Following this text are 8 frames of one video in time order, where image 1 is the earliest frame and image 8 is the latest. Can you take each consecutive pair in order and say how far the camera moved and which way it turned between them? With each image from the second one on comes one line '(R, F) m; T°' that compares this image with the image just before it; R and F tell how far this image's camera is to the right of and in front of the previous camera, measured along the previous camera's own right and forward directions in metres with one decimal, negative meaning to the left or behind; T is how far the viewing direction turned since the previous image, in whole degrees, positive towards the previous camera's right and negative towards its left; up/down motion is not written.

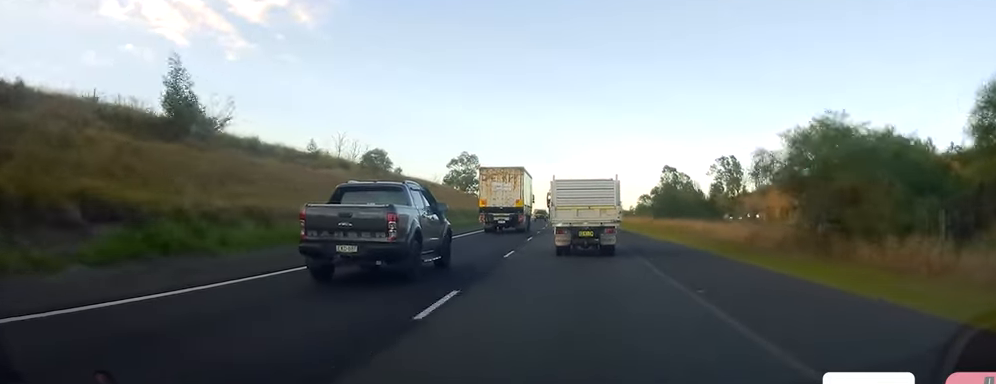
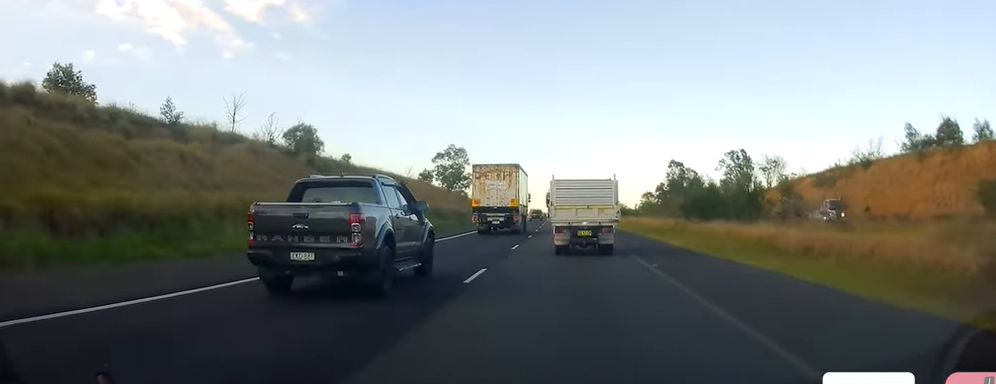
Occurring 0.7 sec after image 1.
(-0.3, +18.6) m; 0°
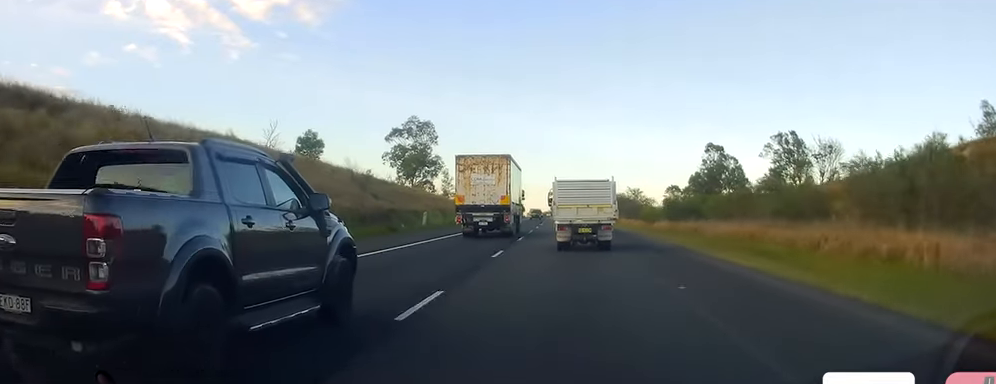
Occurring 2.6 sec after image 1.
(+0.1, +50.7) m; 0°
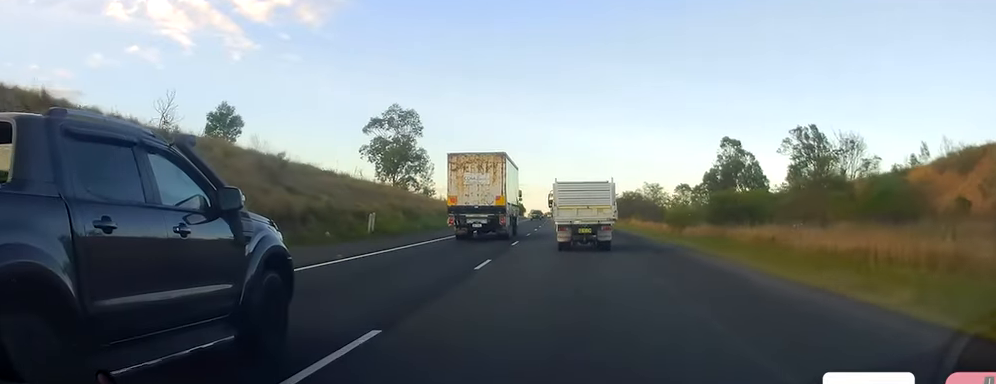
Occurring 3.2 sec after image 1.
(0.0, +15.3) m; 0°
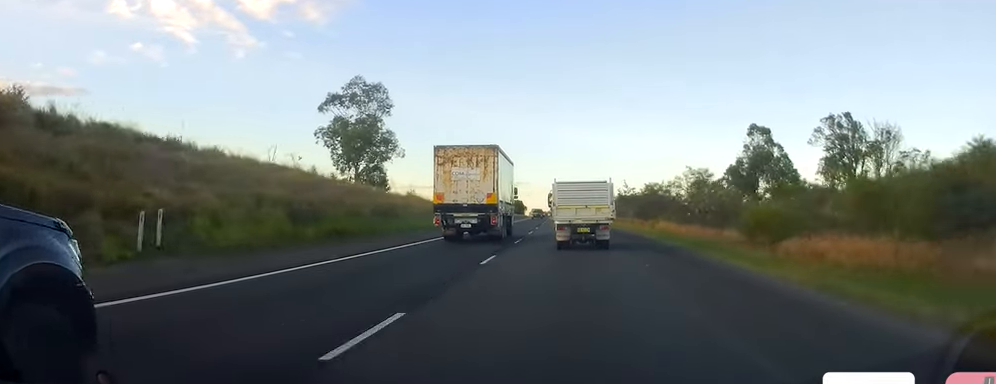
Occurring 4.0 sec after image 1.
(+0.5, +21.8) m; -1°
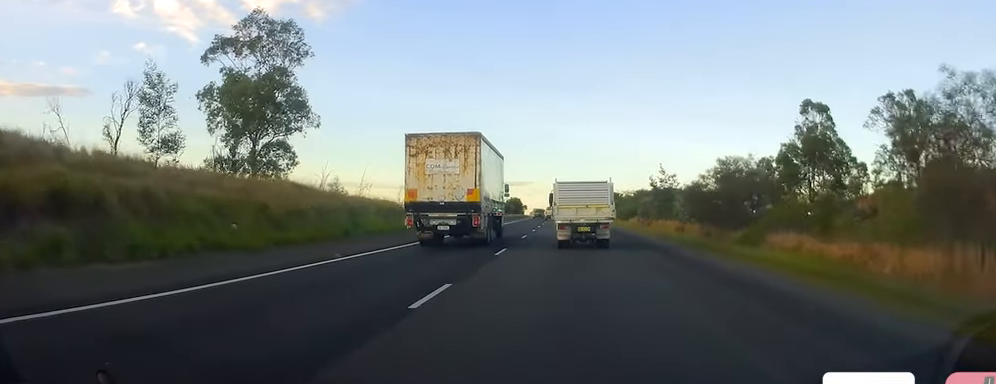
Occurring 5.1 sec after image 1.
(-0.8, +31.0) m; 0°
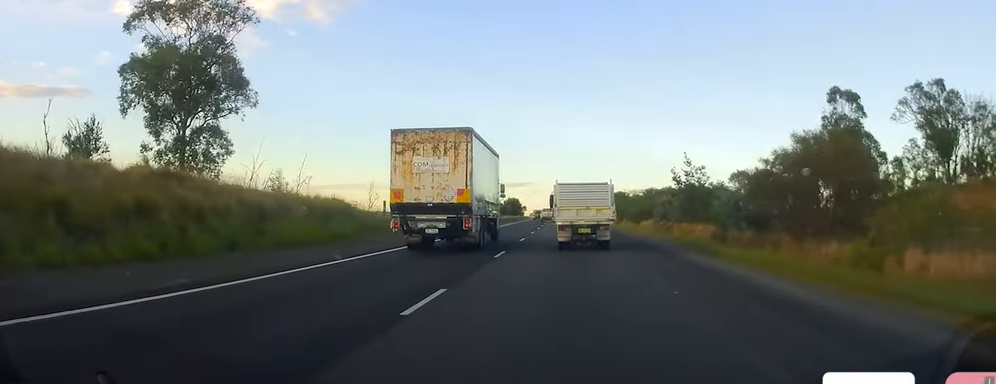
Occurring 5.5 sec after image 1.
(+0.4, +12.0) m; +1°
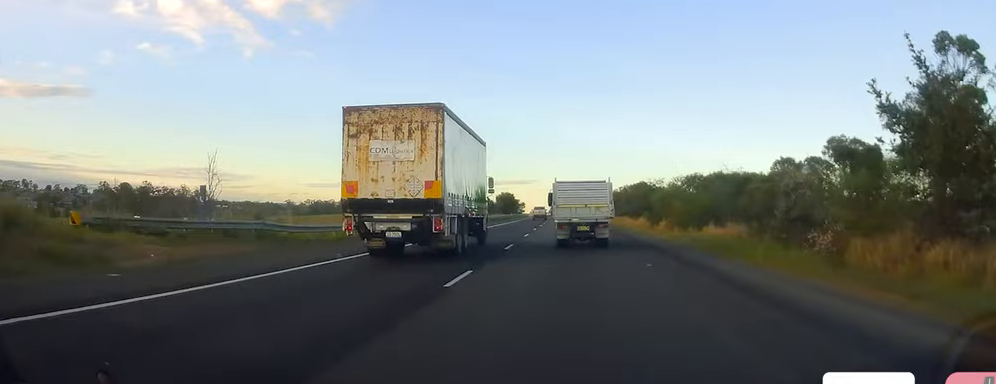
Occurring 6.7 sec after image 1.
(+0.1, +31.7) m; -2°
